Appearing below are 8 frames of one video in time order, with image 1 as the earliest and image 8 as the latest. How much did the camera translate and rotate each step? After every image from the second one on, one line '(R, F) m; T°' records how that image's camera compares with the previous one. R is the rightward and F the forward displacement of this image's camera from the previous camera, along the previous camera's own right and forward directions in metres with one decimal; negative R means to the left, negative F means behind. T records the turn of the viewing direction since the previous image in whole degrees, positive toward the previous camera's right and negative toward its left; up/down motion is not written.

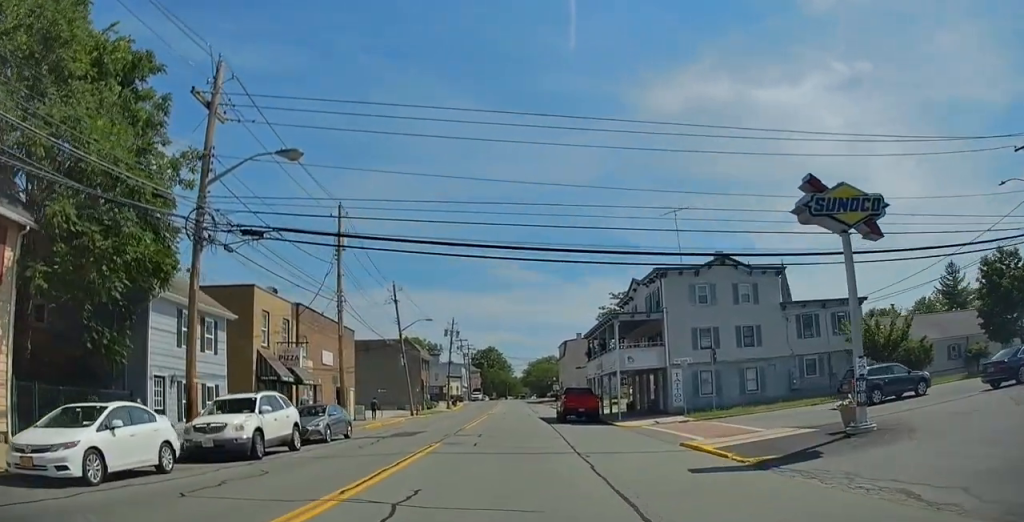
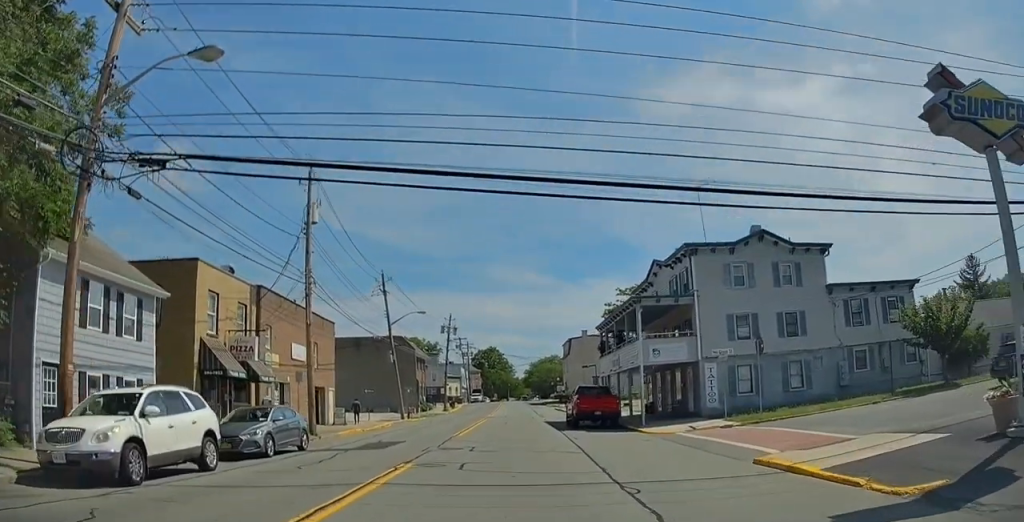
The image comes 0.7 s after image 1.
(-0.1, +6.1) m; 0°
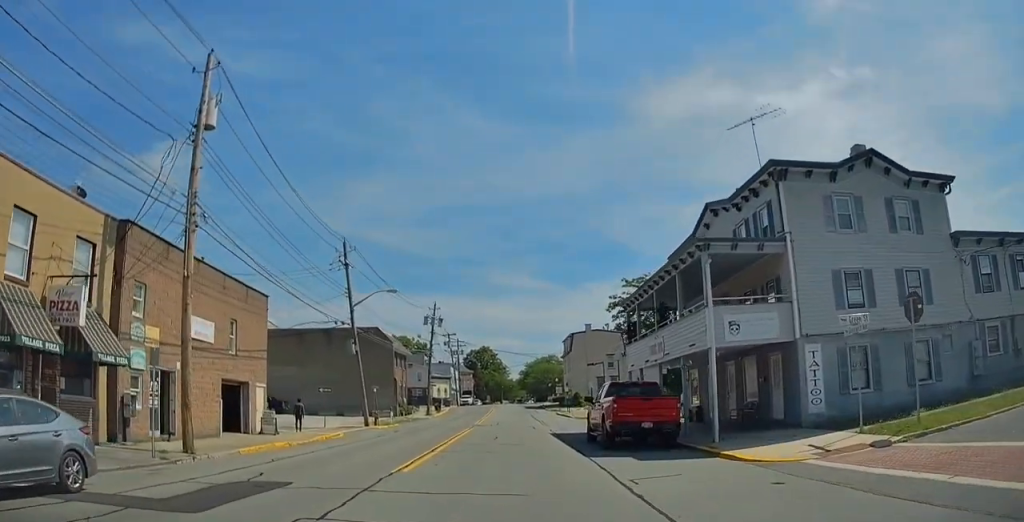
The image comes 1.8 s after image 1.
(+0.1, +11.2) m; +1°
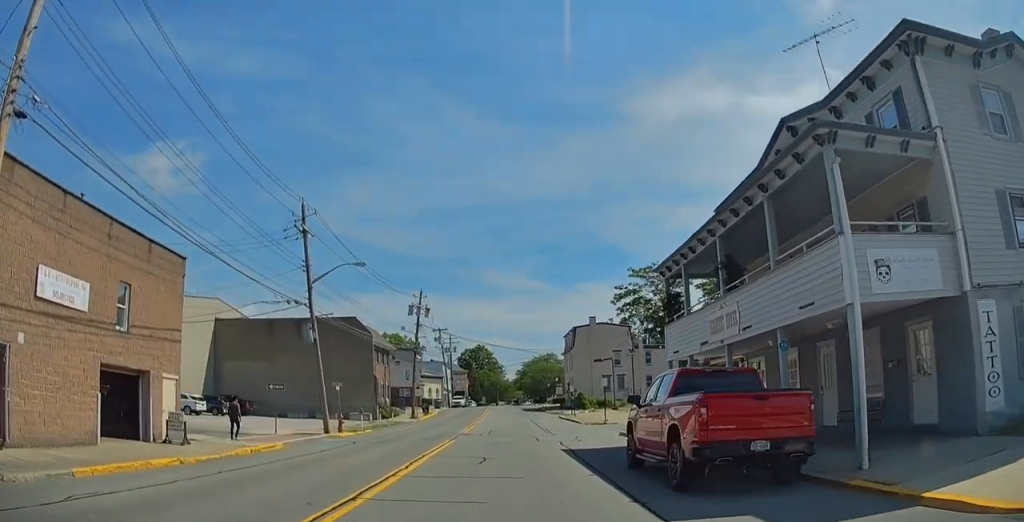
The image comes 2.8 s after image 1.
(+0.1, +8.7) m; -1°
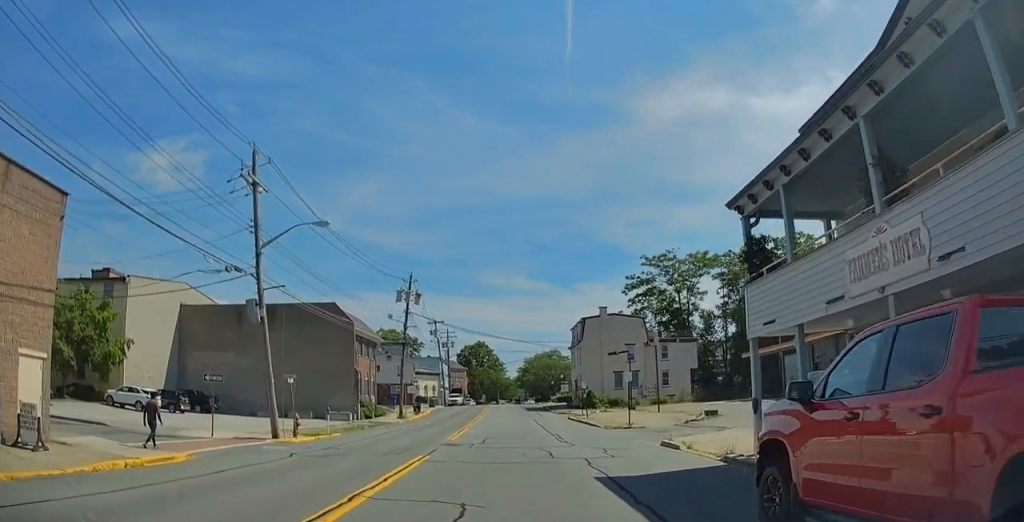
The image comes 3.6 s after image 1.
(-0.2, +7.6) m; -1°
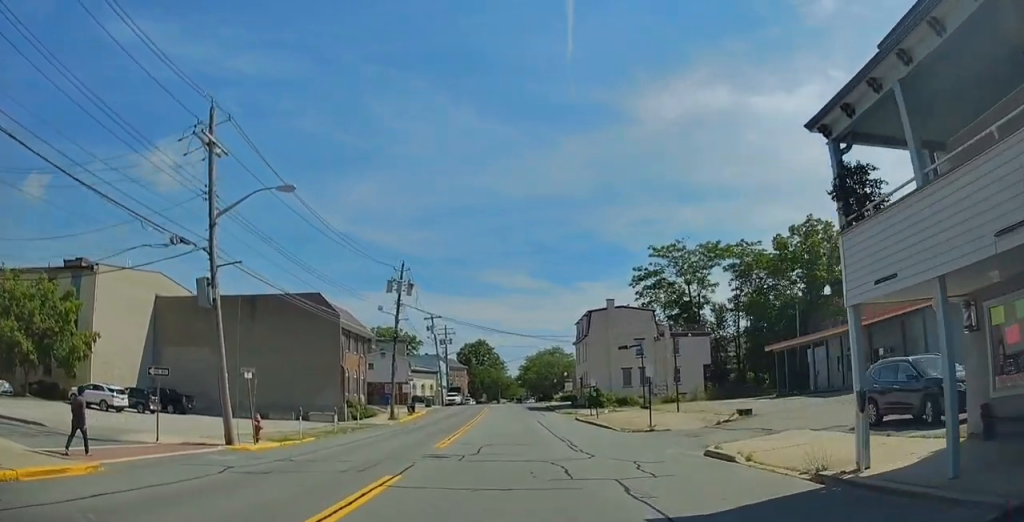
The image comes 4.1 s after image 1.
(-0.3, +4.7) m; 0°
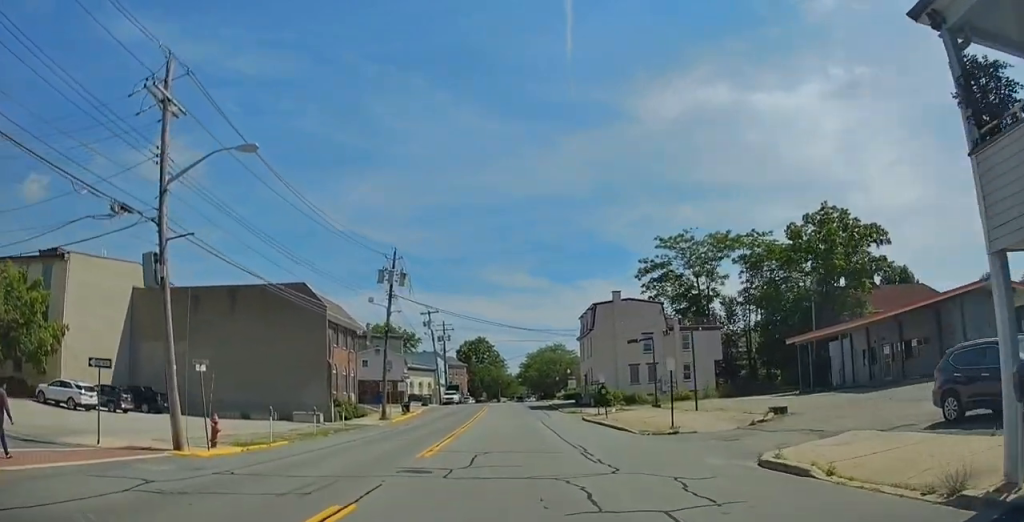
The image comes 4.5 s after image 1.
(+0.2, +3.9) m; +1°
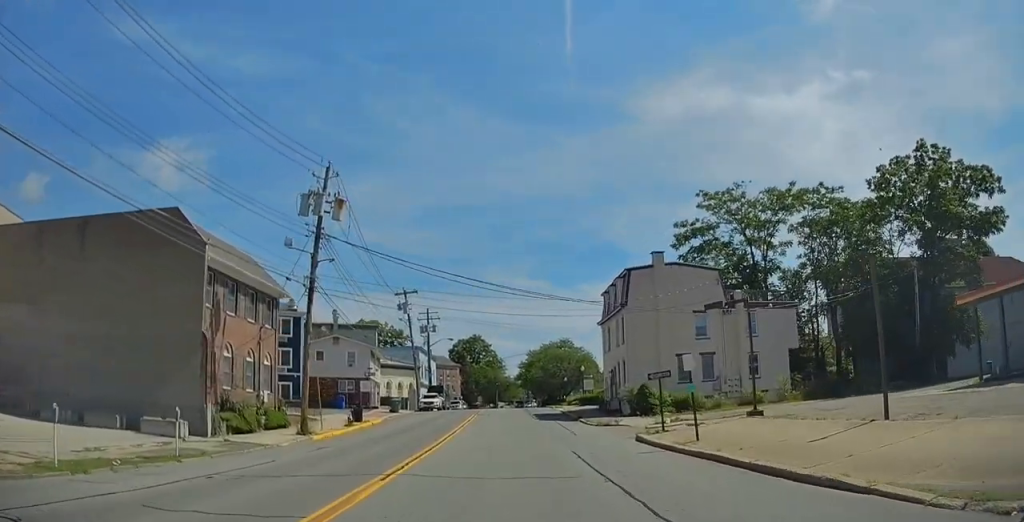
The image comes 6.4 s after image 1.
(+0.5, +18.1) m; +1°
